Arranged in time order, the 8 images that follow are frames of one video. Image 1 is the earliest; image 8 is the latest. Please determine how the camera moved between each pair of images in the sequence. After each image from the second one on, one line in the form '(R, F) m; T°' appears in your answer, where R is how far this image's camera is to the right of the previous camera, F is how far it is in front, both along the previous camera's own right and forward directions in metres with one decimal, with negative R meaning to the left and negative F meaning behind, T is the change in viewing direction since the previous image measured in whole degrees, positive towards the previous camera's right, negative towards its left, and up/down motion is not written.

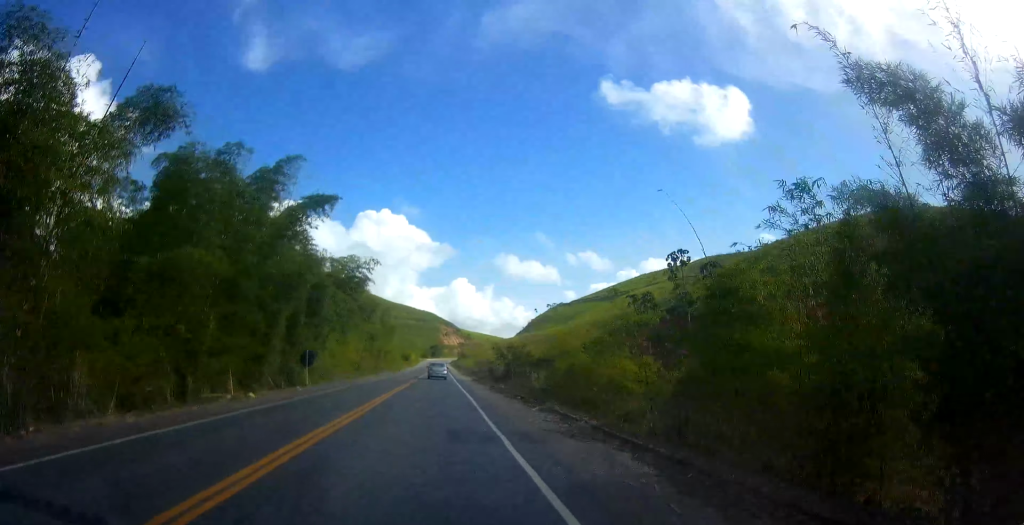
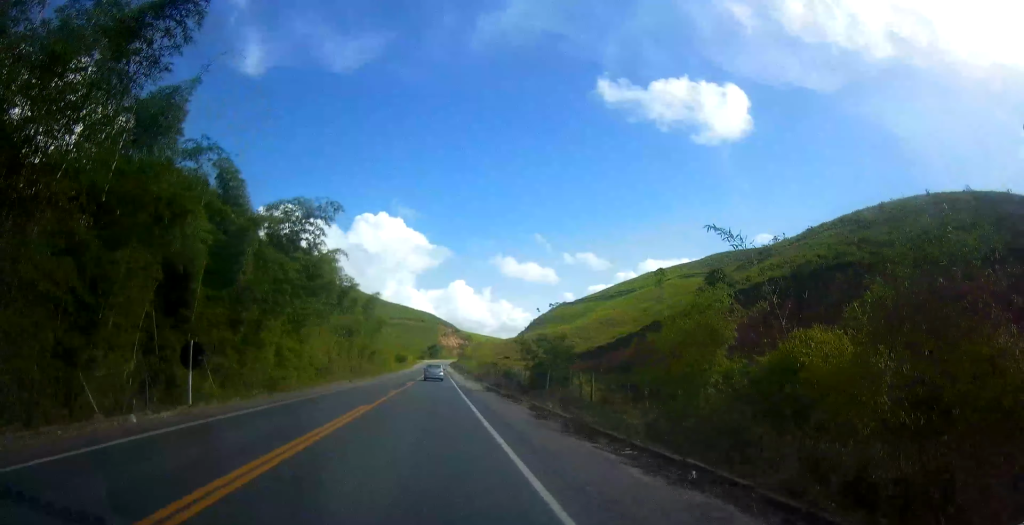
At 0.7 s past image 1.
(-0.3, +18.7) m; -1°
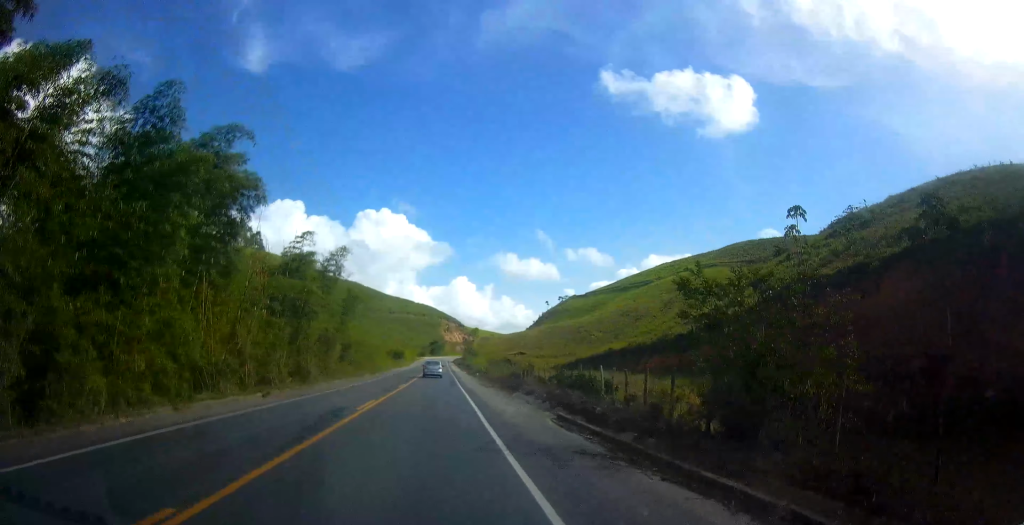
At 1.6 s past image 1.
(-0.1, +26.4) m; 0°
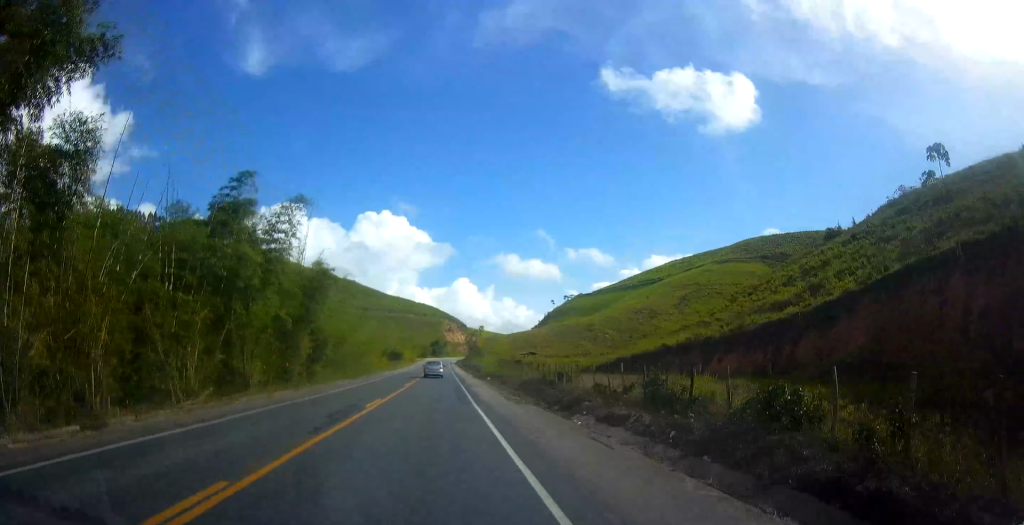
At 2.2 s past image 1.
(0.0, +14.8) m; 0°
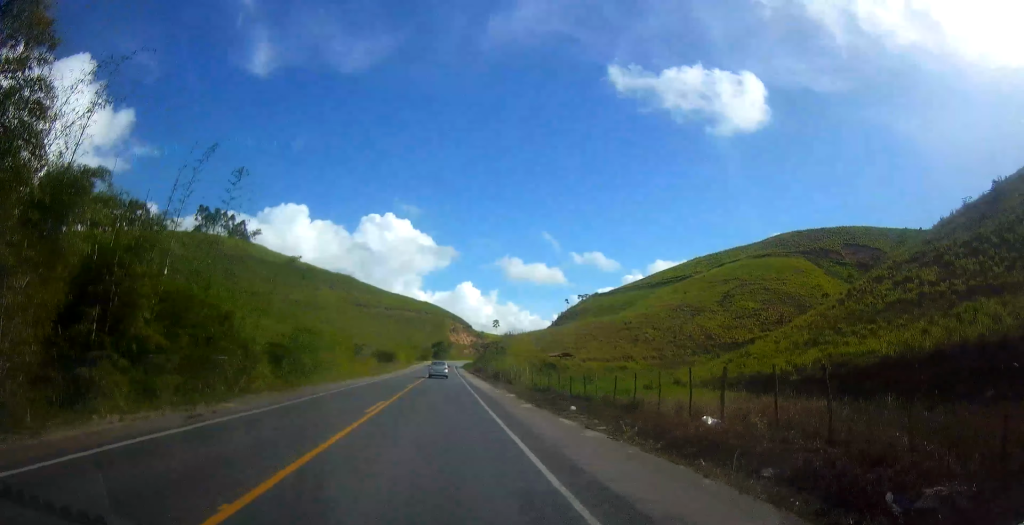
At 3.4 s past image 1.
(+0.3, +33.8) m; +1°
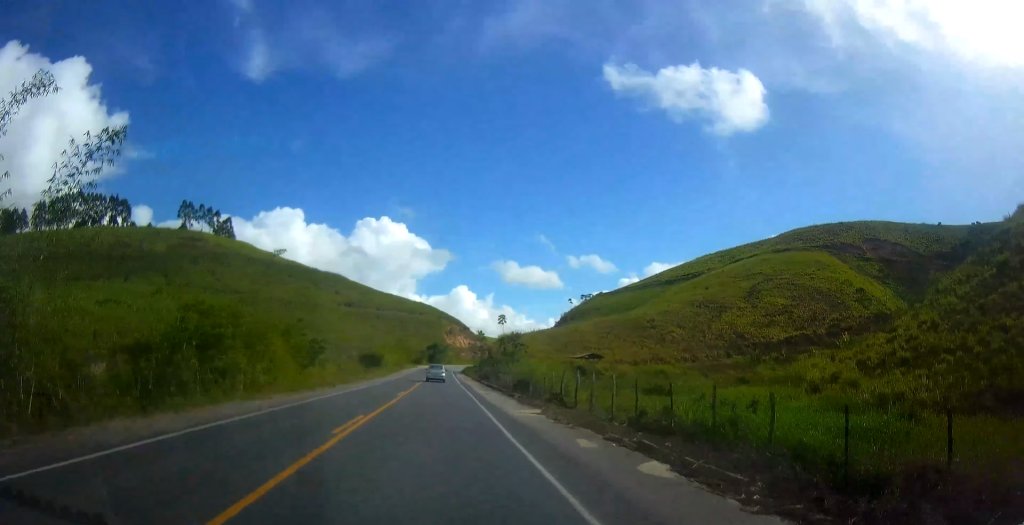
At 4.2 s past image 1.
(+0.3, +20.2) m; -1°
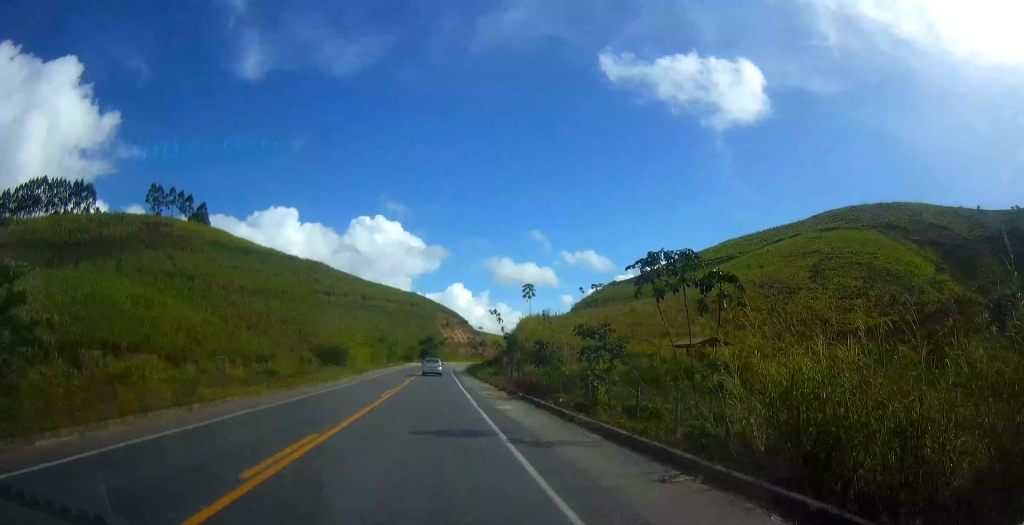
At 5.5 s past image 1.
(-0.5, +36.1) m; 0°
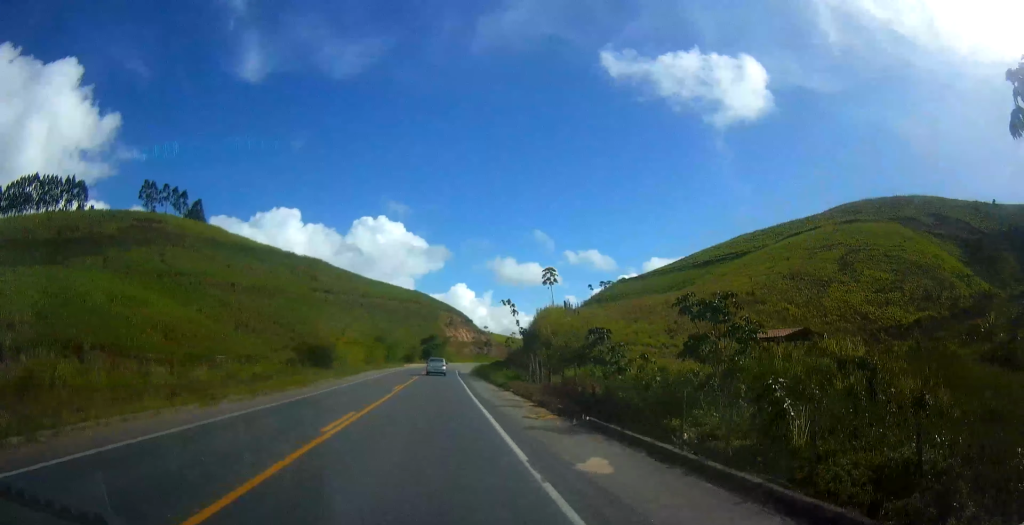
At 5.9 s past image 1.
(+0.3, +11.4) m; 0°
